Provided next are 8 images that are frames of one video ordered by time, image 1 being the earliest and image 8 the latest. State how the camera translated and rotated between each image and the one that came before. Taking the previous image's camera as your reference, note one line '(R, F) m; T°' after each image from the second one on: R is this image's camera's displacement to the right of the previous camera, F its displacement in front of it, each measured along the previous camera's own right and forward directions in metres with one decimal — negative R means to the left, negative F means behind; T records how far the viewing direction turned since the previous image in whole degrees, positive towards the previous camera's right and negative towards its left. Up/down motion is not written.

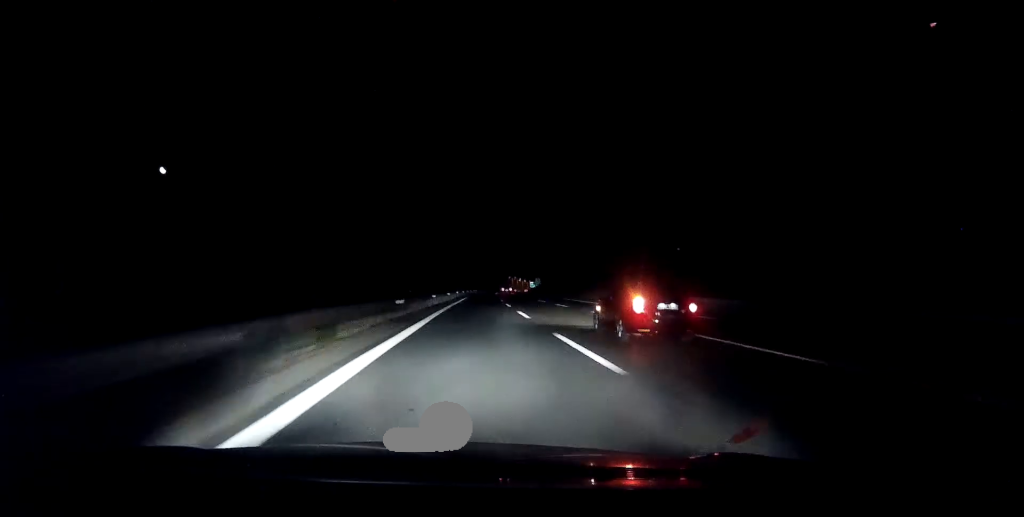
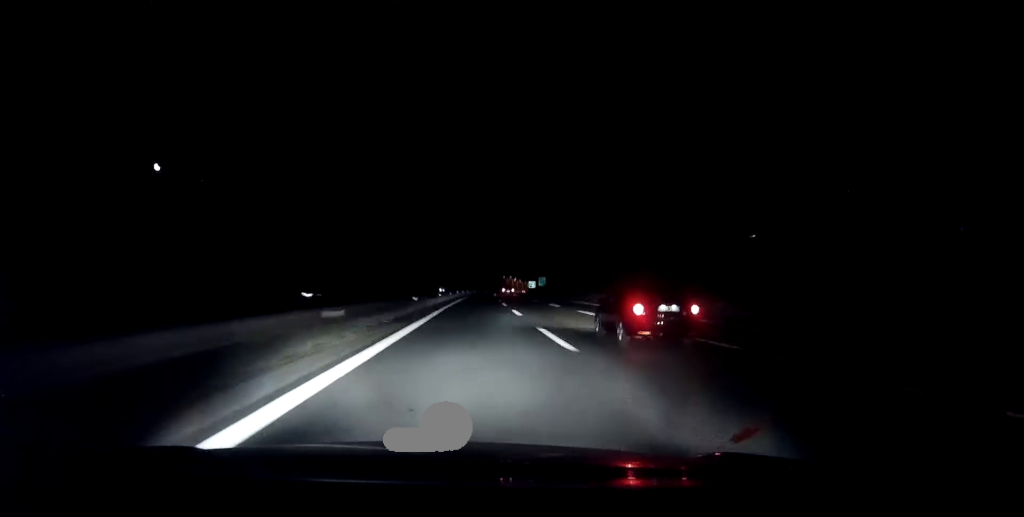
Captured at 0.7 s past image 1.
(+0.2, +41.0) m; +1°
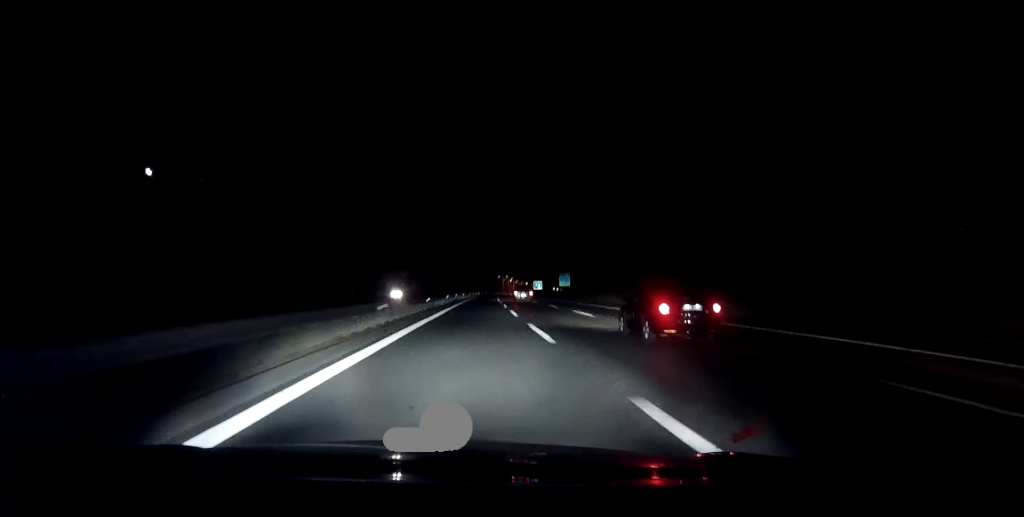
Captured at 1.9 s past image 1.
(+0.9, +73.9) m; +2°
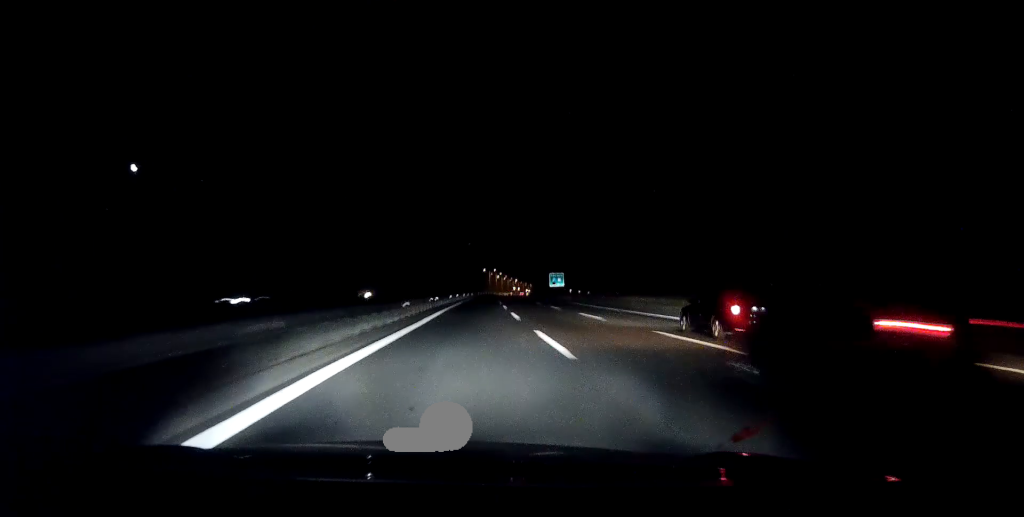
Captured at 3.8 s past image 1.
(+2.3, +107.7) m; +2°
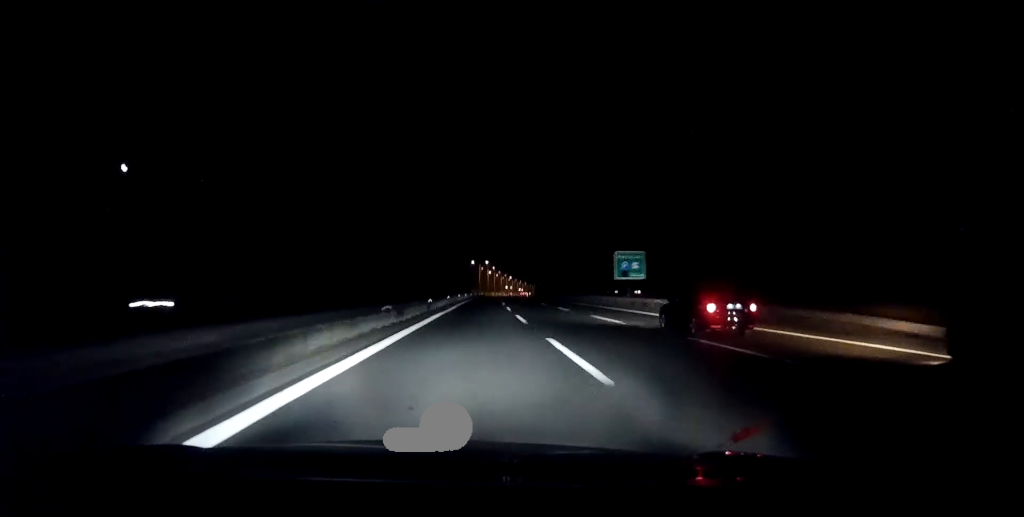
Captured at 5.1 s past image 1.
(+0.6, +77.2) m; +1°
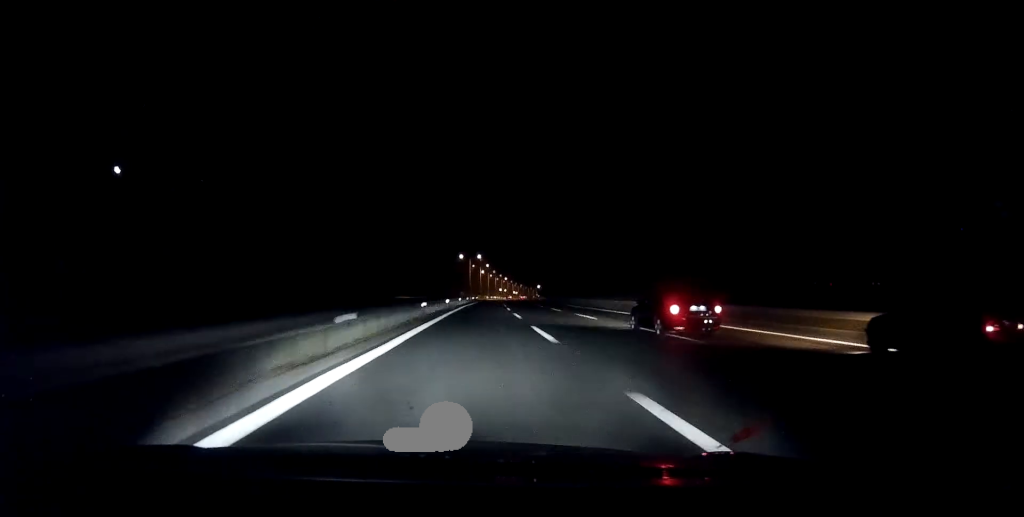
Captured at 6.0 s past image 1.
(+0.3, +54.0) m; +1°
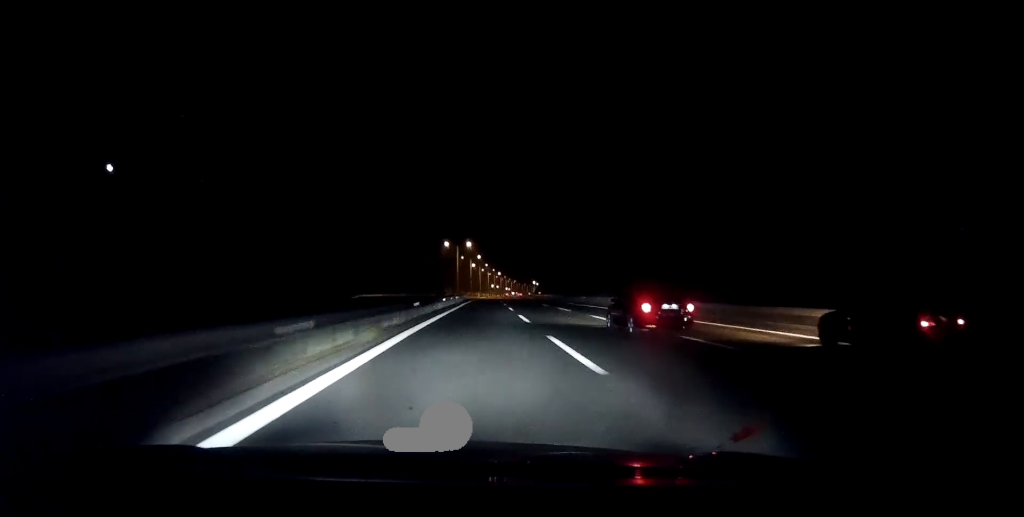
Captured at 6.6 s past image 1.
(+0.4, +35.3) m; +1°
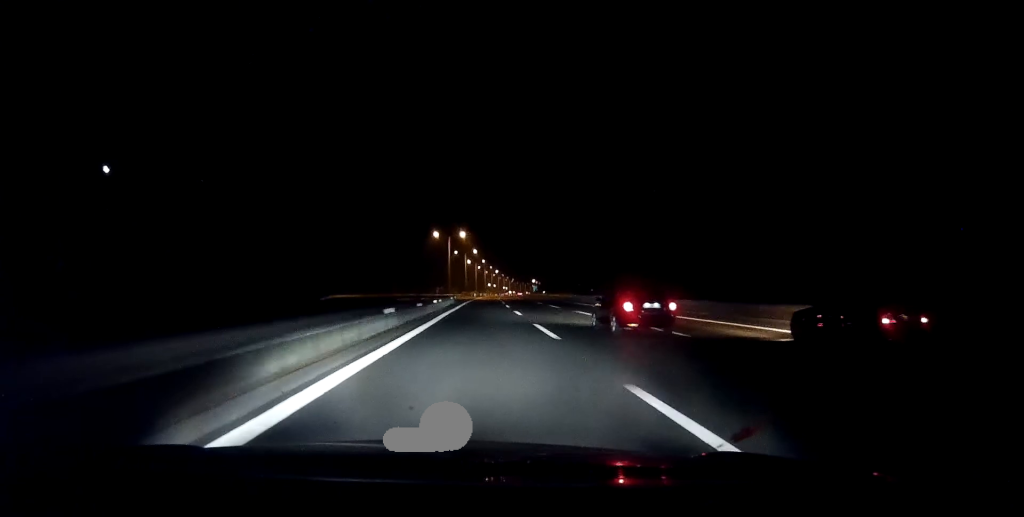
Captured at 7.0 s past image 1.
(-0.1, +23.5) m; +1°
